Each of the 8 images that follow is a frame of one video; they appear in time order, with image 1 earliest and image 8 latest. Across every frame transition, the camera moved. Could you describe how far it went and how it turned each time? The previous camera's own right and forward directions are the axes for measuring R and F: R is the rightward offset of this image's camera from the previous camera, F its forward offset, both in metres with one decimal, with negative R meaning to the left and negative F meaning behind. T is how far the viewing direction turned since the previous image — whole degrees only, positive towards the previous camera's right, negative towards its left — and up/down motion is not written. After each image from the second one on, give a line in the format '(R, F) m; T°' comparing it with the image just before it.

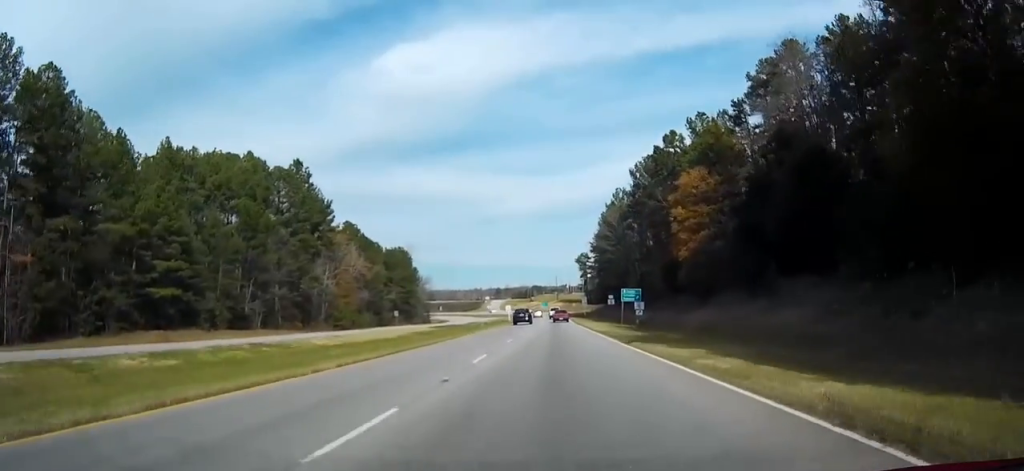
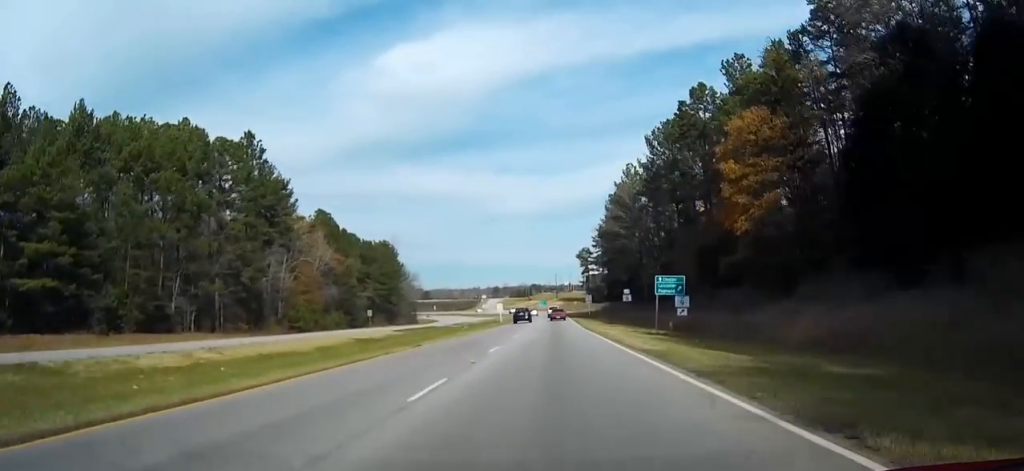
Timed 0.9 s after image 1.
(-0.1, +19.2) m; 0°
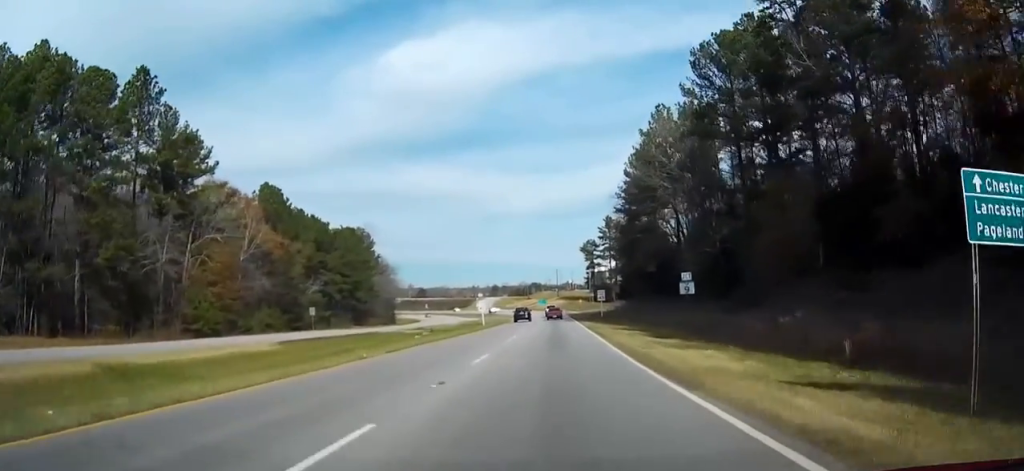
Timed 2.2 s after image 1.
(0.0, +29.7) m; 0°
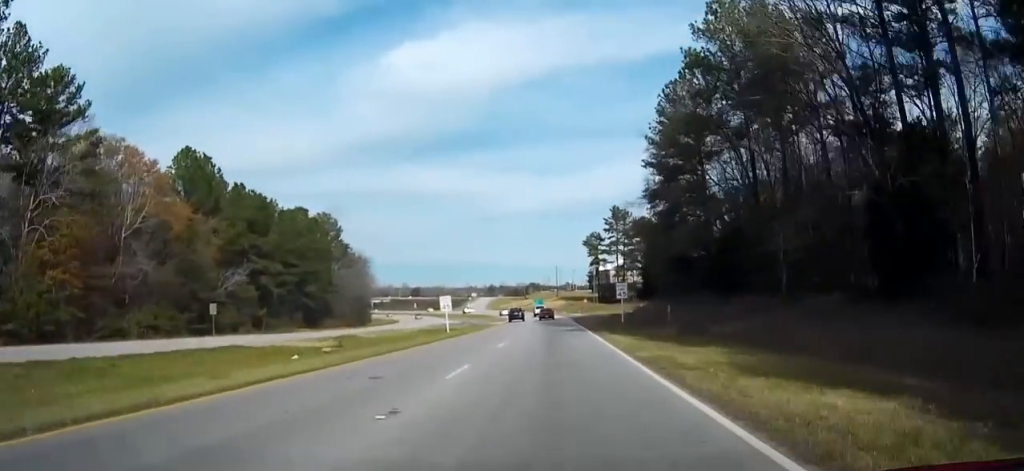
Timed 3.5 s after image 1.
(0.0, +28.4) m; 0°
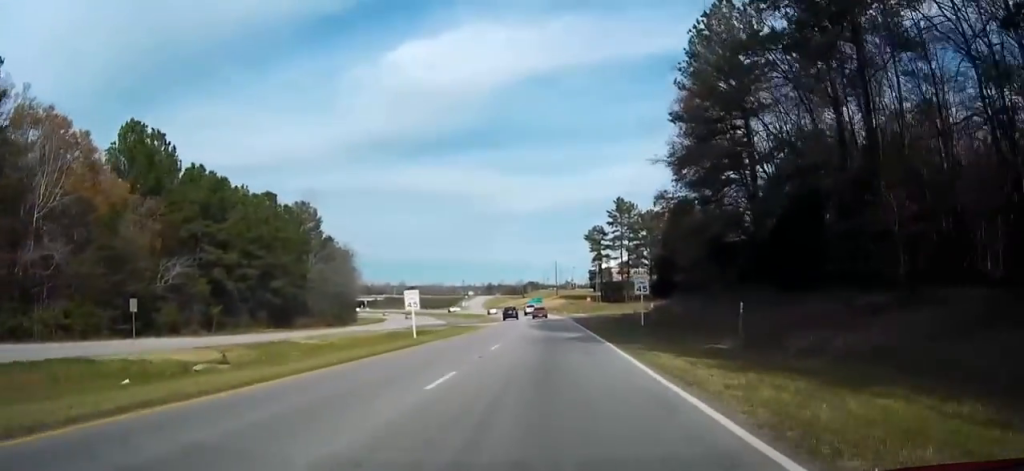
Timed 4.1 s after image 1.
(0.0, +14.1) m; 0°
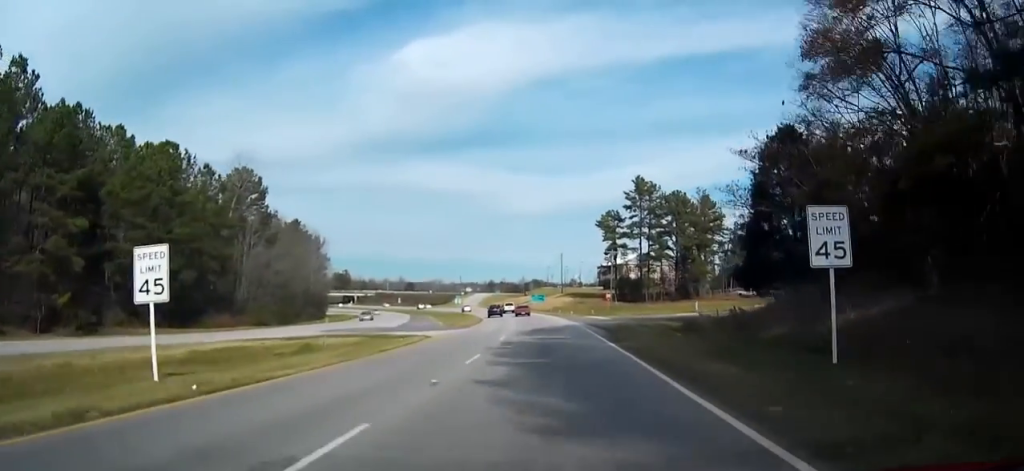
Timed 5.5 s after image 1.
(0.0, +31.7) m; 0°
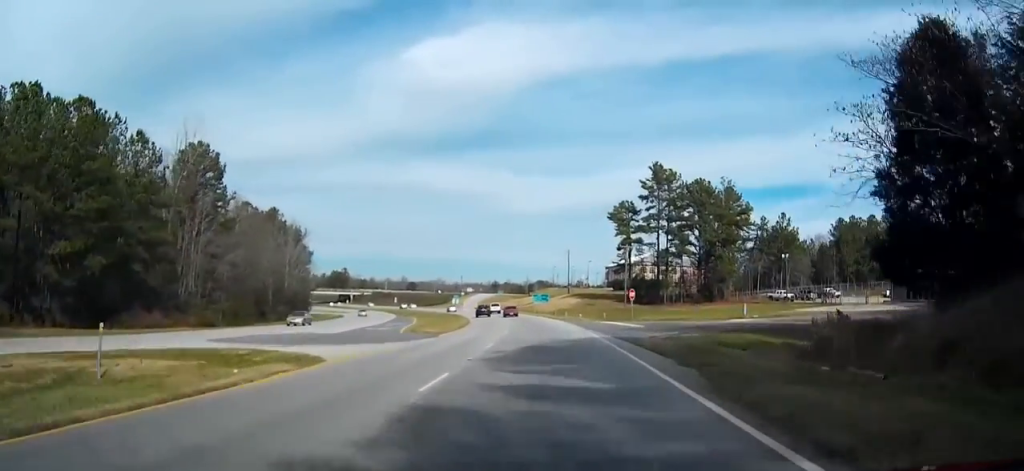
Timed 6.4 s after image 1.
(-0.1, +18.3) m; -1°
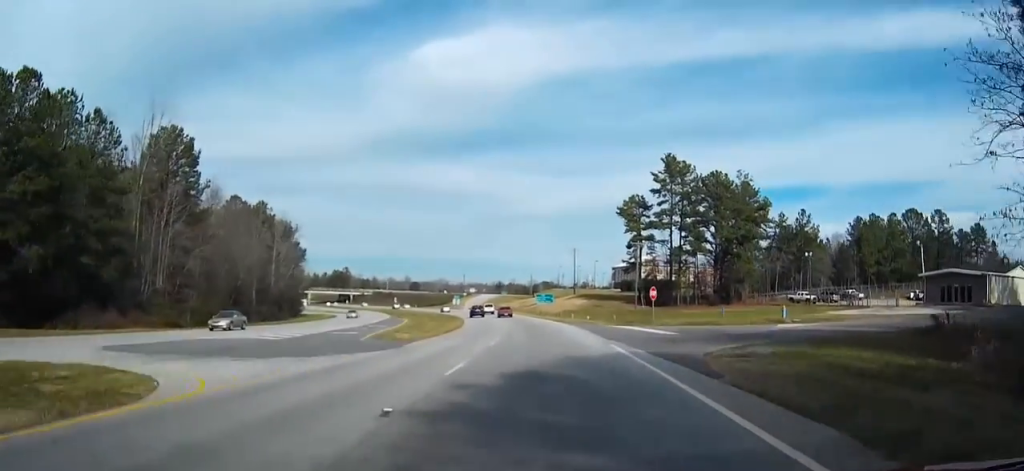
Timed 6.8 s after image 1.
(-0.1, +9.4) m; 0°
